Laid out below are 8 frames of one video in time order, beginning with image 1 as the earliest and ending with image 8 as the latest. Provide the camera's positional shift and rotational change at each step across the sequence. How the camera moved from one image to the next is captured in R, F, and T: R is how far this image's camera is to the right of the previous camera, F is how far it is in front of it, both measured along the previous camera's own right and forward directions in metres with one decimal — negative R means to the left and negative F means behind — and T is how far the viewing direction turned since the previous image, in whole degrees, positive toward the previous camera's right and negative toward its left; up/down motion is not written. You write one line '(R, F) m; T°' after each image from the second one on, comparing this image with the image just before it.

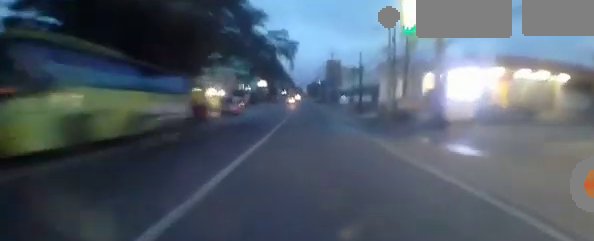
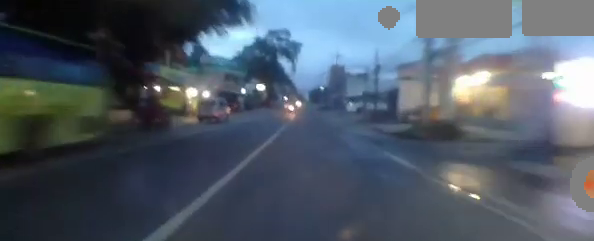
(+0.3, +7.2) m; +1°
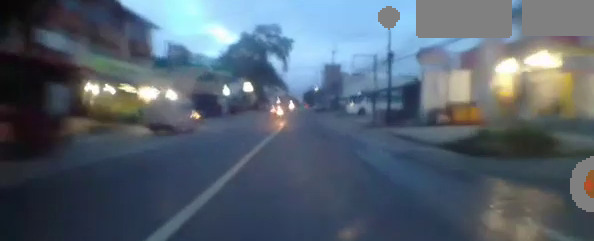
(0.0, +8.1) m; +2°
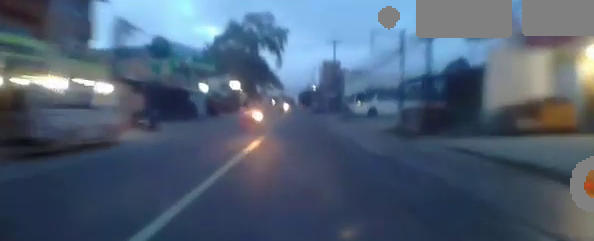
(+0.3, +9.0) m; +2°
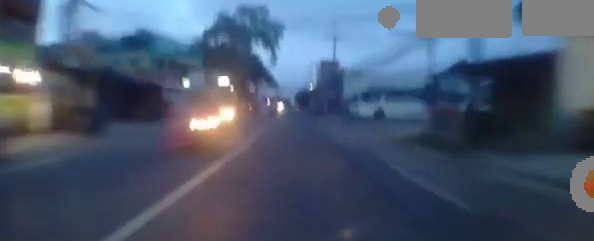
(+0.4, +5.2) m; +1°
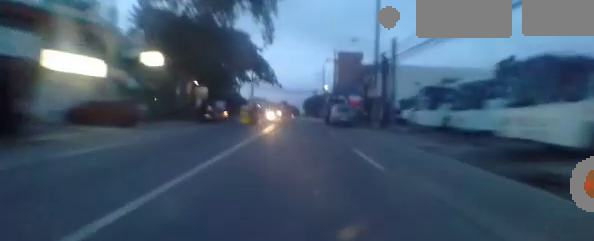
(-2.0, +24.0) m; -8°
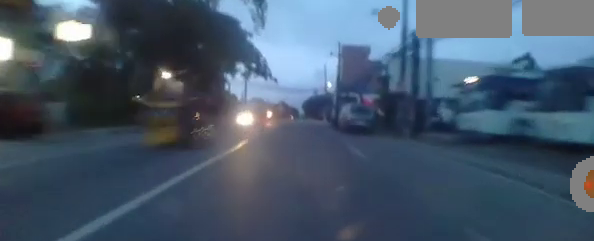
(-0.1, +8.2) m; -4°
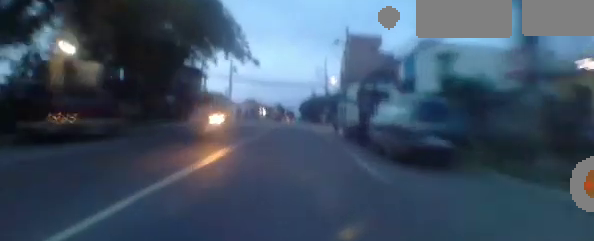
(-0.7, +11.5) m; +3°
